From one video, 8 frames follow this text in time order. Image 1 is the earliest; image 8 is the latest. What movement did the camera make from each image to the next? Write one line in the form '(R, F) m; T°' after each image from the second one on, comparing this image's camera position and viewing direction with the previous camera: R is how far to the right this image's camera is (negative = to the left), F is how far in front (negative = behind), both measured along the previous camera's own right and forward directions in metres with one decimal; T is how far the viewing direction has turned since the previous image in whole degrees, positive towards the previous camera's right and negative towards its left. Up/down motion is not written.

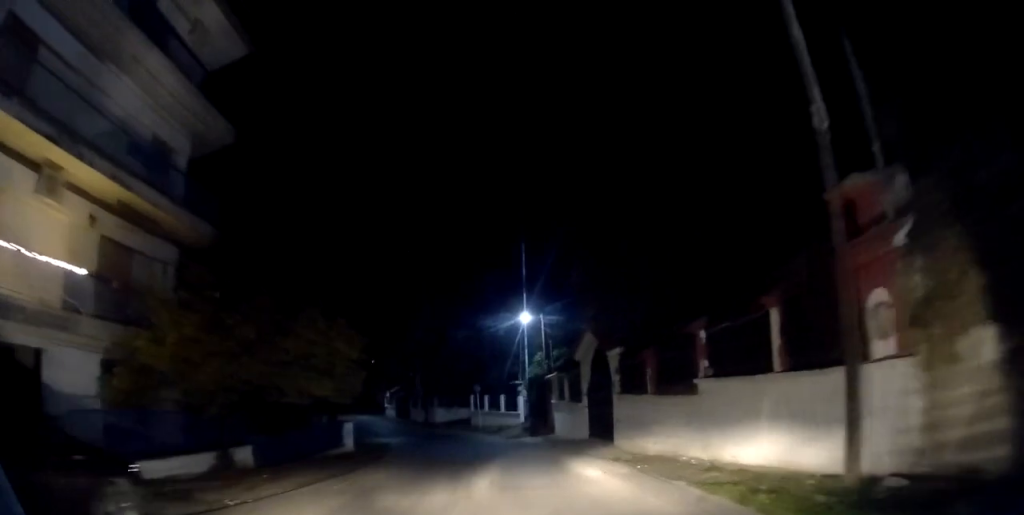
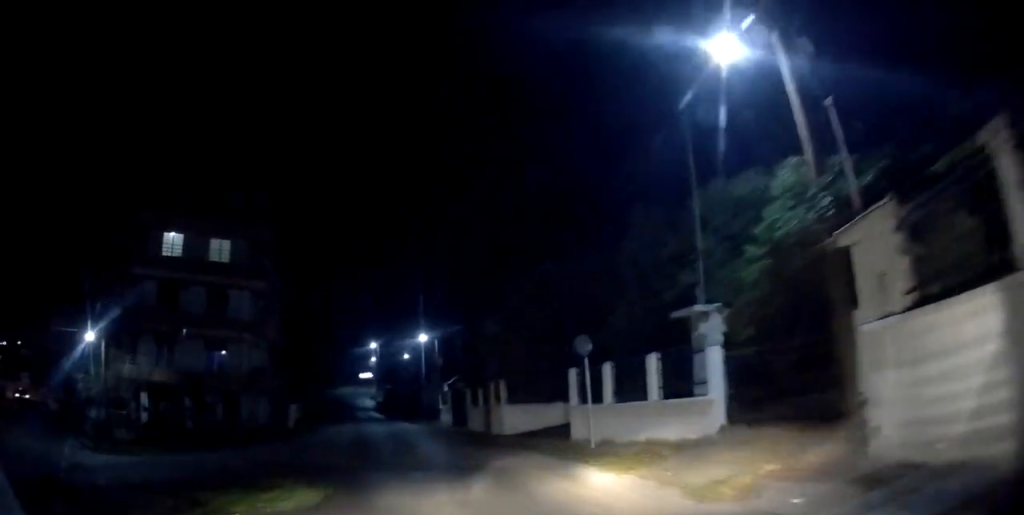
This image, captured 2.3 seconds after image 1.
(-0.5, +20.2) m; -7°
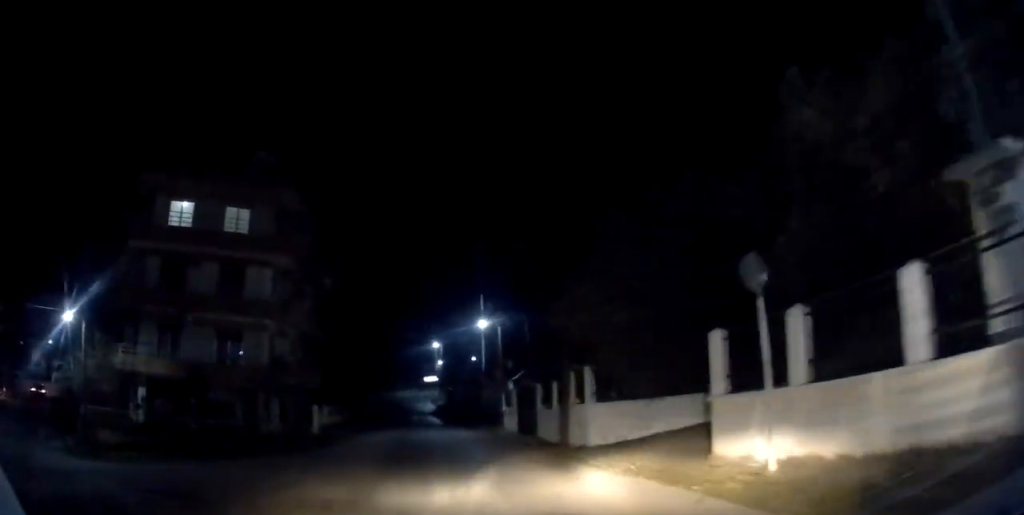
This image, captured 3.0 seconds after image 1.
(-0.3, +6.4) m; -6°
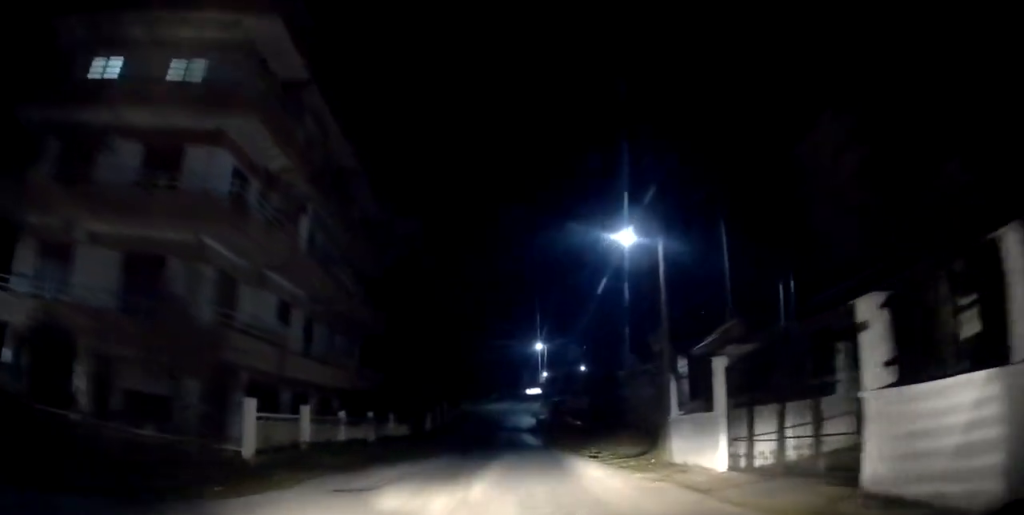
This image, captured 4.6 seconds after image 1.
(-1.1, +14.1) m; -10°
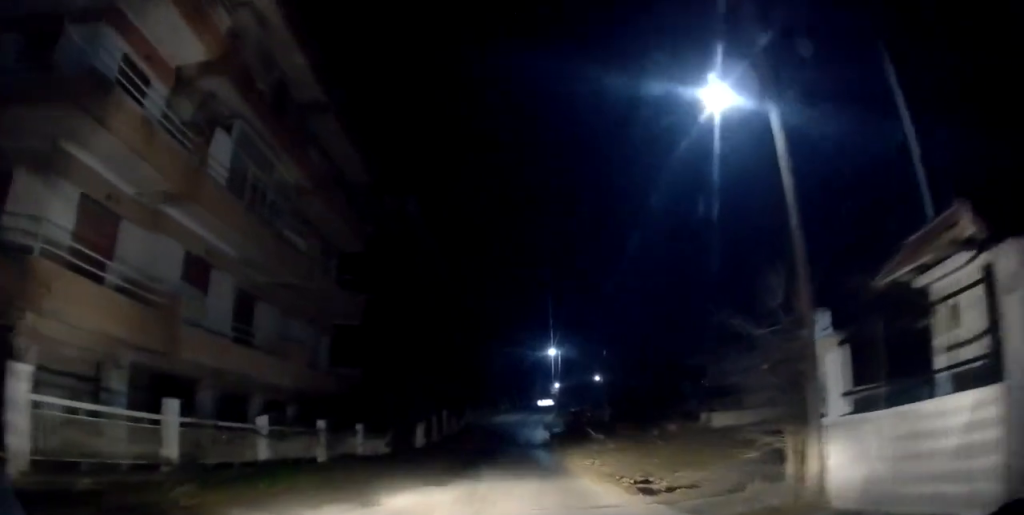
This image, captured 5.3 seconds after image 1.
(-0.3, +6.1) m; -3°
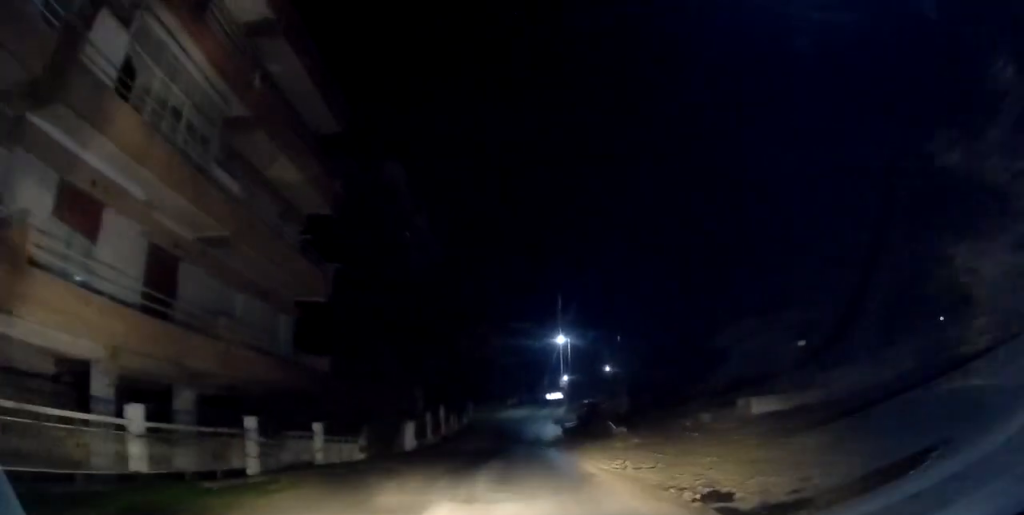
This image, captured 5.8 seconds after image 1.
(-0.4, +4.5) m; -1°
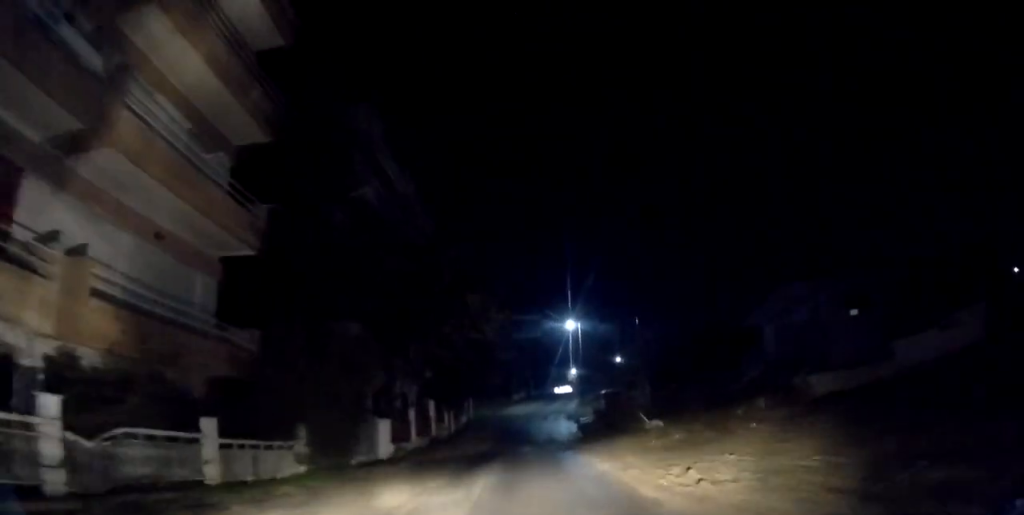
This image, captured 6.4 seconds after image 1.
(+0.1, +5.5) m; 0°
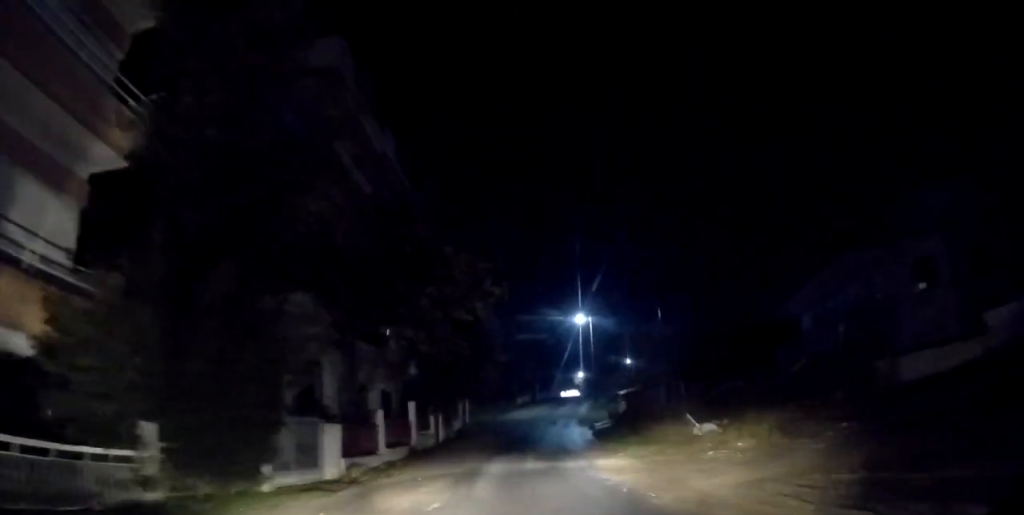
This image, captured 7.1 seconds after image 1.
(+0.2, +5.7) m; +1°
